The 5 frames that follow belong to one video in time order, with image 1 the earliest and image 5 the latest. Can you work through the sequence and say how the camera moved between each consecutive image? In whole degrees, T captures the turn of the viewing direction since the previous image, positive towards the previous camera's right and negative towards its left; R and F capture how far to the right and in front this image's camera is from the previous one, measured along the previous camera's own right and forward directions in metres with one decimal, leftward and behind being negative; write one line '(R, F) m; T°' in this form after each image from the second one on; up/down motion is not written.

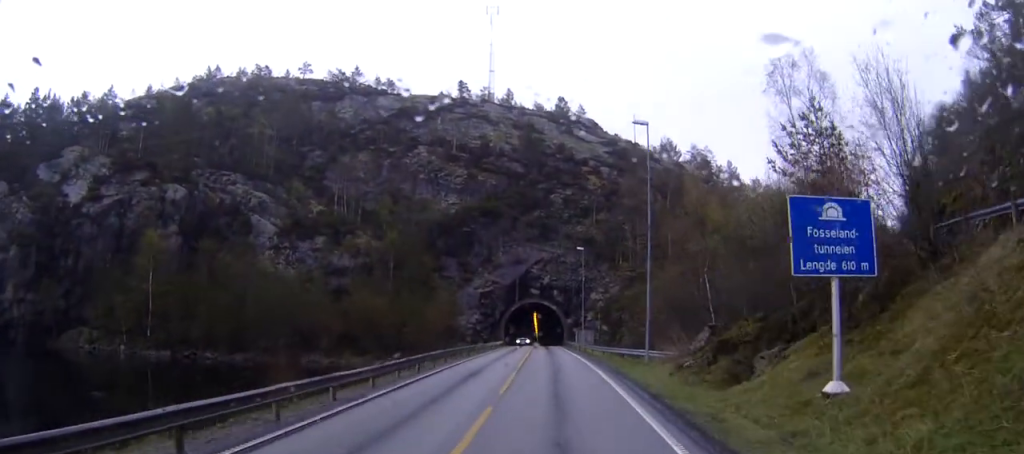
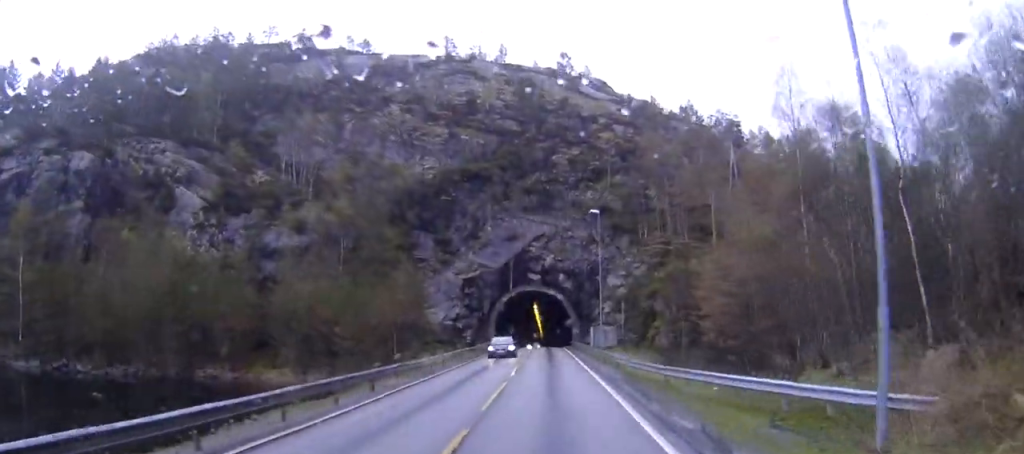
(-0.3, +26.8) m; -1°
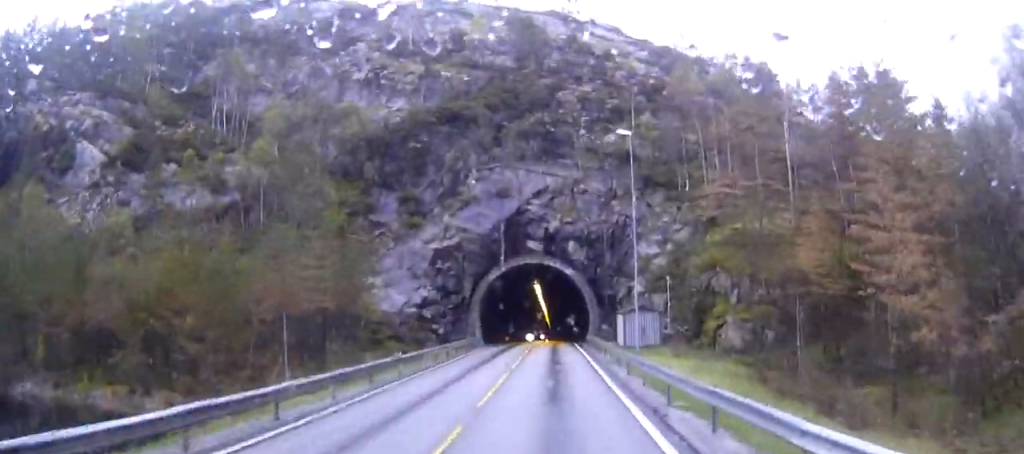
(-0.1, +24.2) m; 0°
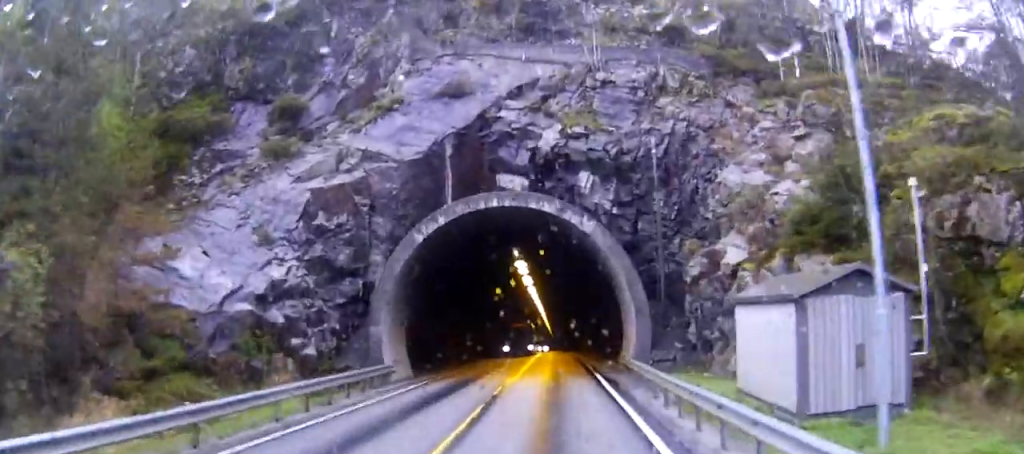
(0.0, +31.1) m; 0°
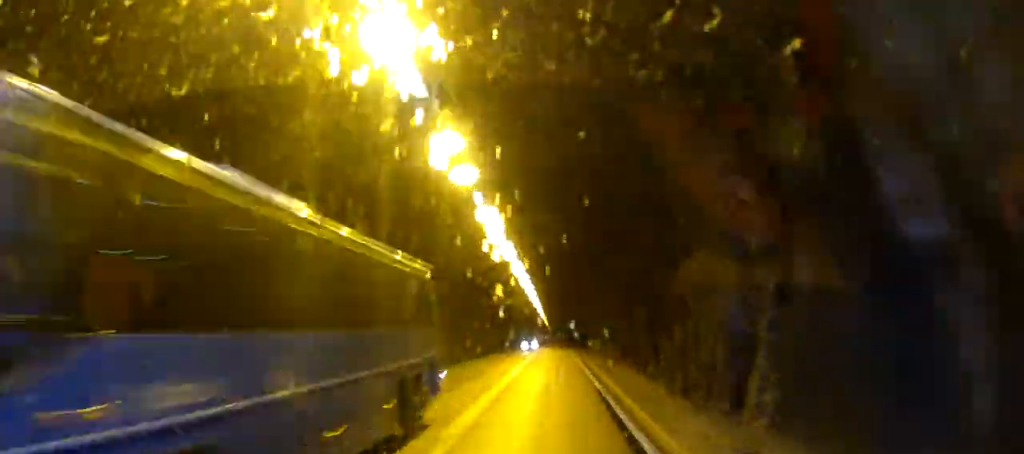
(-0.1, +30.9) m; 0°
